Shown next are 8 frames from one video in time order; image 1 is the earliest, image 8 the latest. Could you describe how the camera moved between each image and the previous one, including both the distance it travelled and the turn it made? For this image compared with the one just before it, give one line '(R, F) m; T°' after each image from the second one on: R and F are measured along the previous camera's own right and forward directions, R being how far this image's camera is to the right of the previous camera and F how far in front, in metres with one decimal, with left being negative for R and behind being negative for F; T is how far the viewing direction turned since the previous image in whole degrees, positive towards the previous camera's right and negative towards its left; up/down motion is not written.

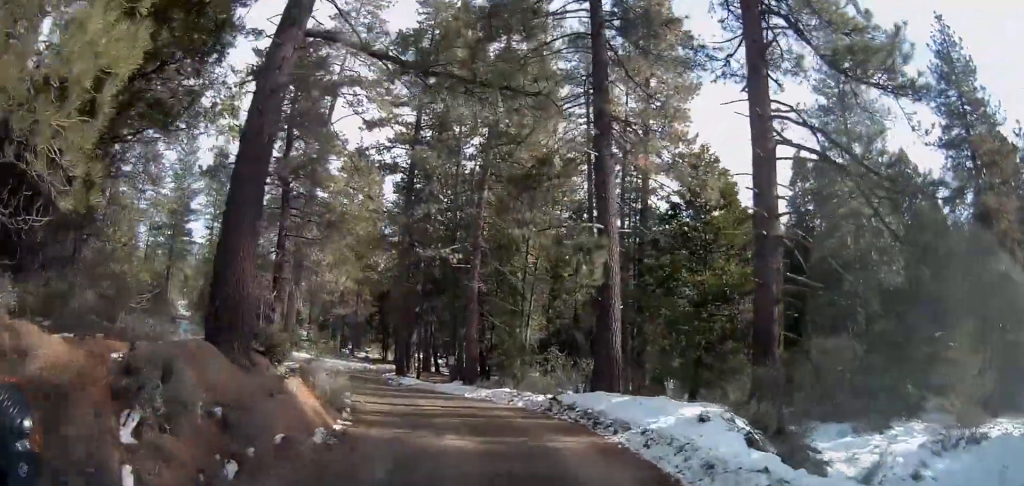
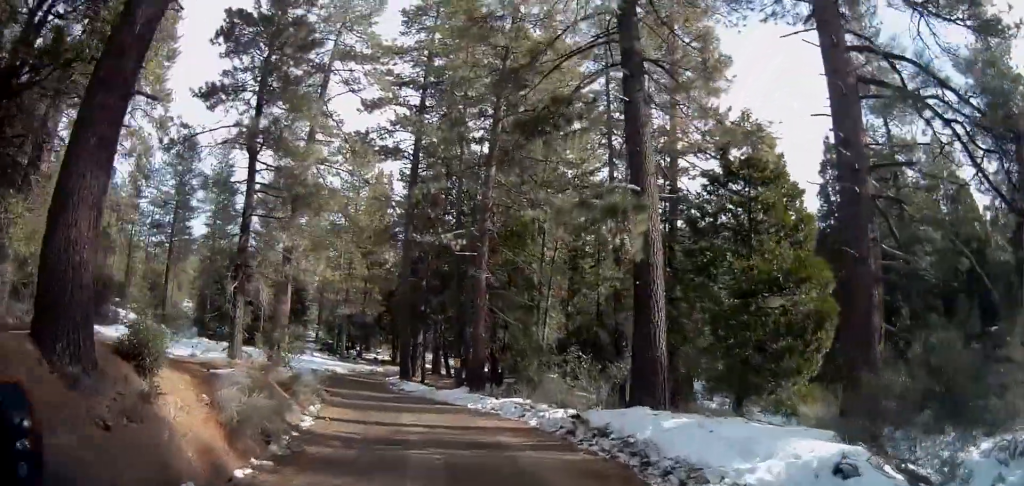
(0.0, +4.4) m; -1°
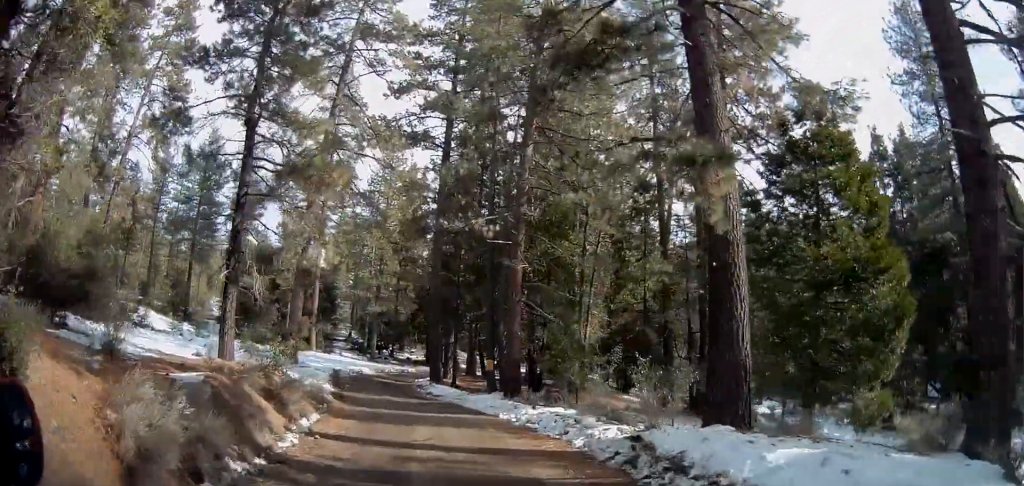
(+0.2, +3.0) m; -1°
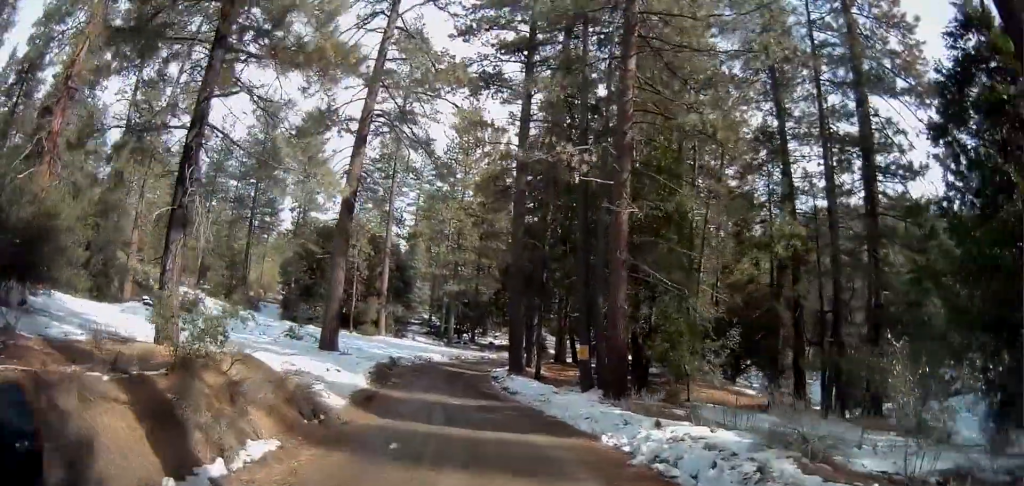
(-0.7, +7.1) m; -10°
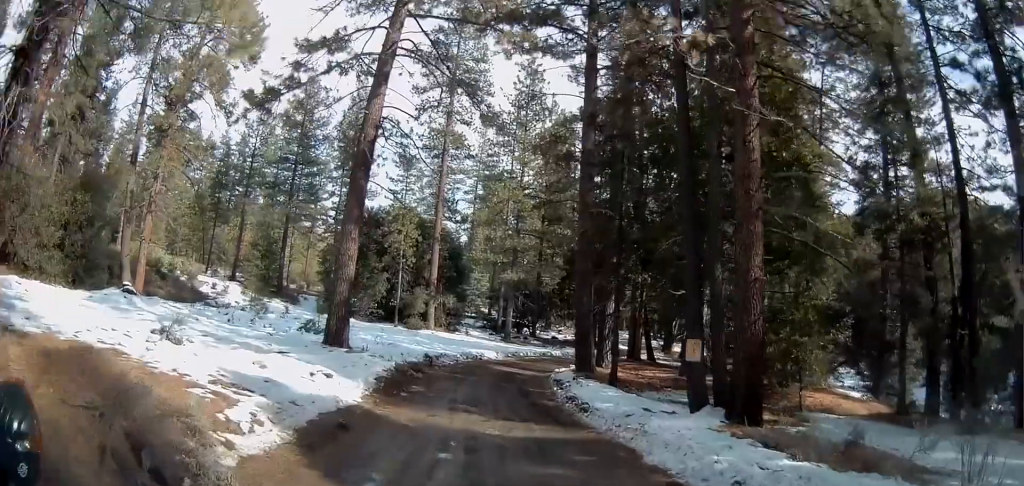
(-0.6, +7.1) m; -7°
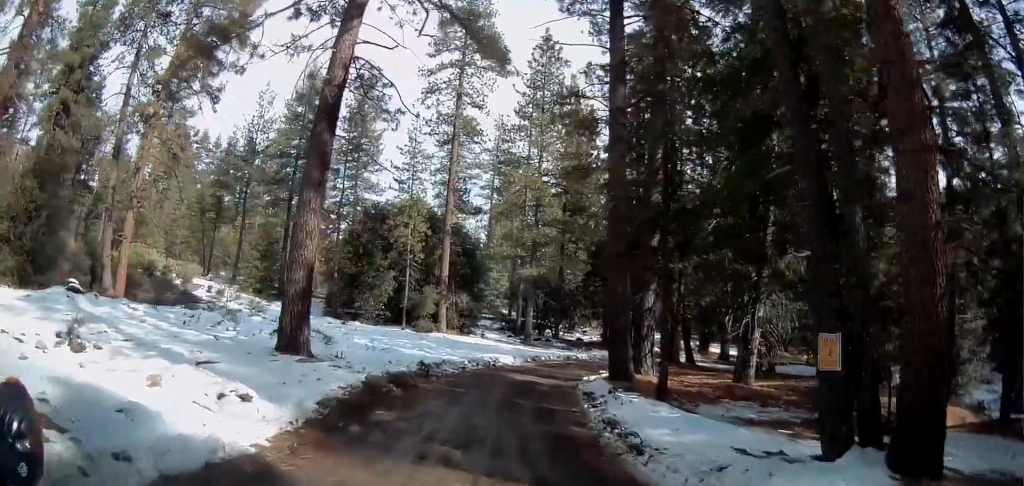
(-0.2, +5.7) m; -3°
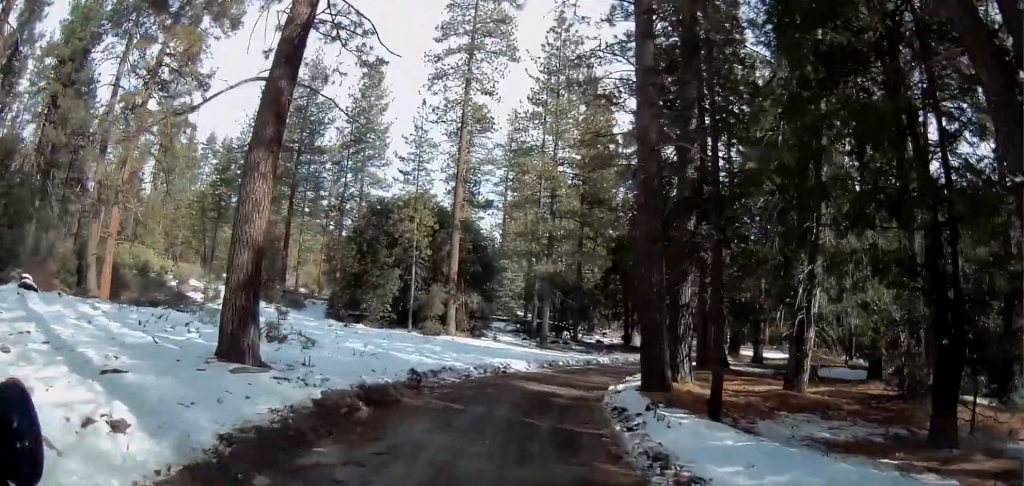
(0.0, +4.1) m; -1°
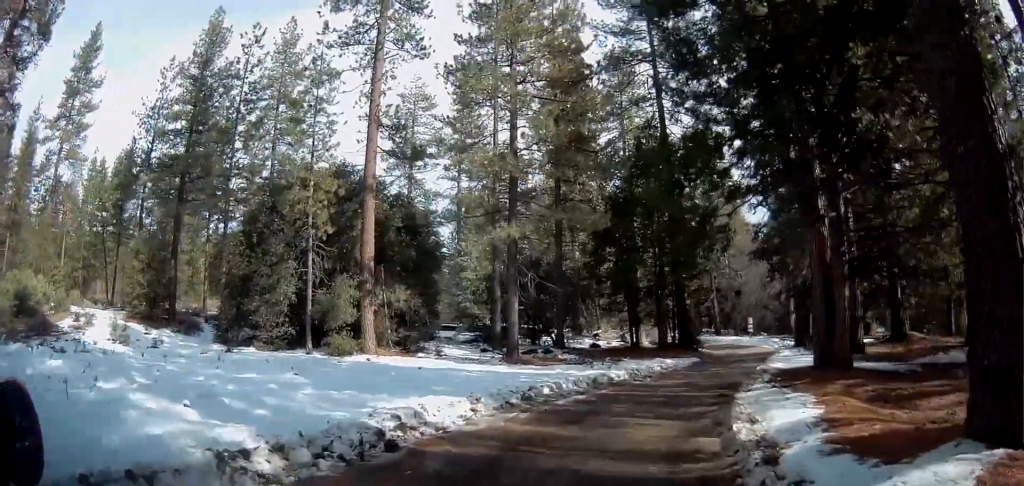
(0.0, +16.9) m; +5°
